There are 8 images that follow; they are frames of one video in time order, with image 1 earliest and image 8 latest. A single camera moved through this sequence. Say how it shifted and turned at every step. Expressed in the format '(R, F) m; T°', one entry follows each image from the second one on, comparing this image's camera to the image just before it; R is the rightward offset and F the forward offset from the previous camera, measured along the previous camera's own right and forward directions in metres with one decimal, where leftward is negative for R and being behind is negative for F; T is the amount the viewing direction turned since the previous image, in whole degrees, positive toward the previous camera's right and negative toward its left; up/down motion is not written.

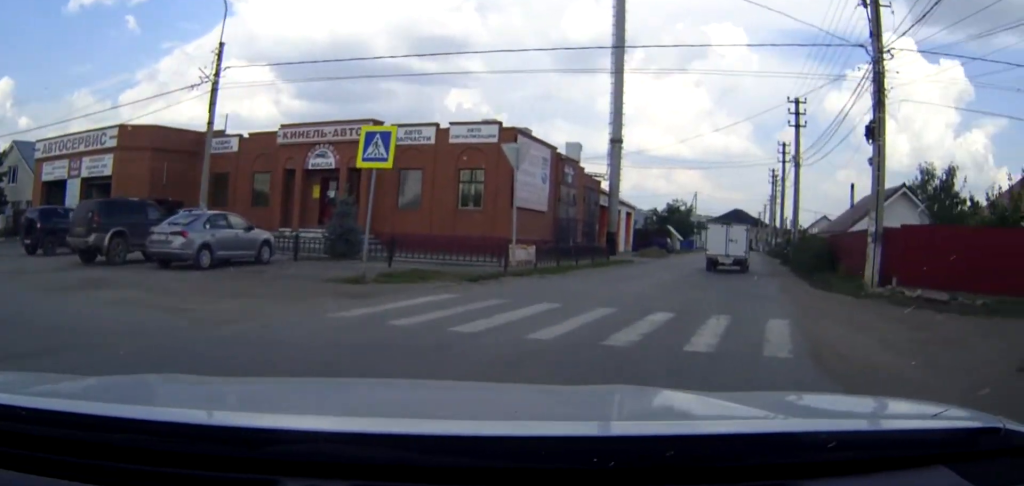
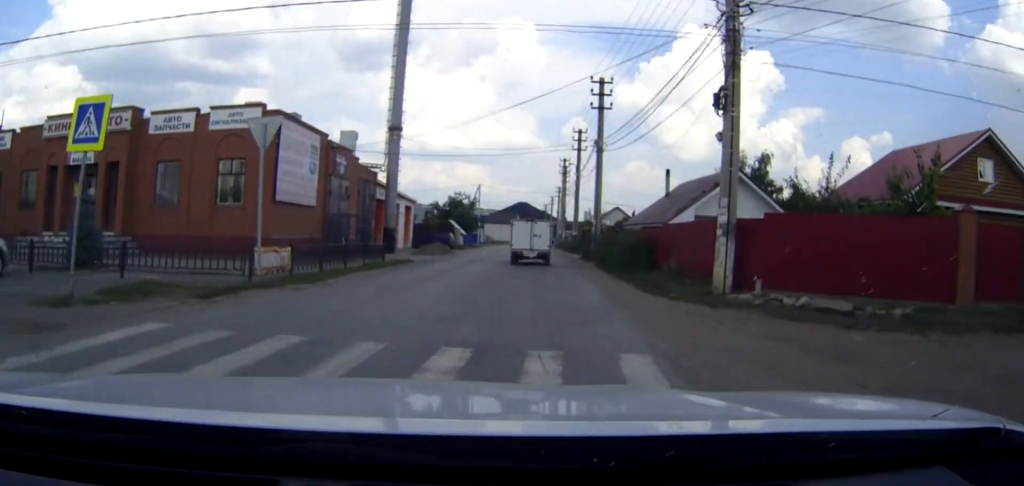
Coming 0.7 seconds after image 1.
(+0.5, +3.6) m; +10°
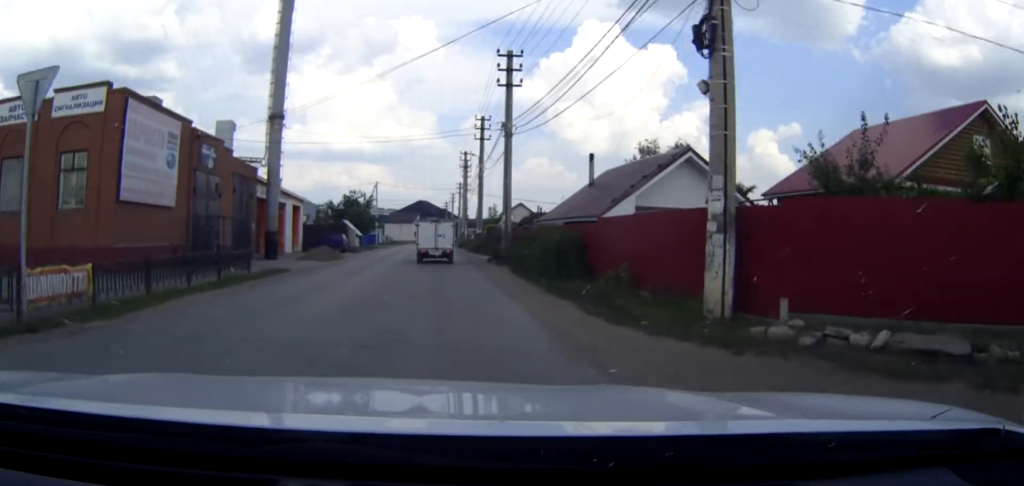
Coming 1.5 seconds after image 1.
(+0.4, +4.7) m; +7°
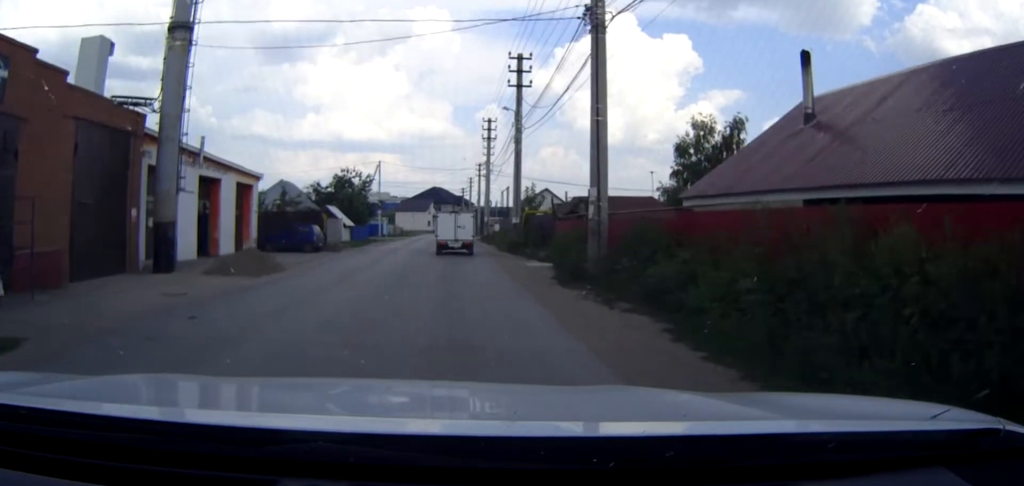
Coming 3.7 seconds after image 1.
(+0.7, +15.6) m; +3°
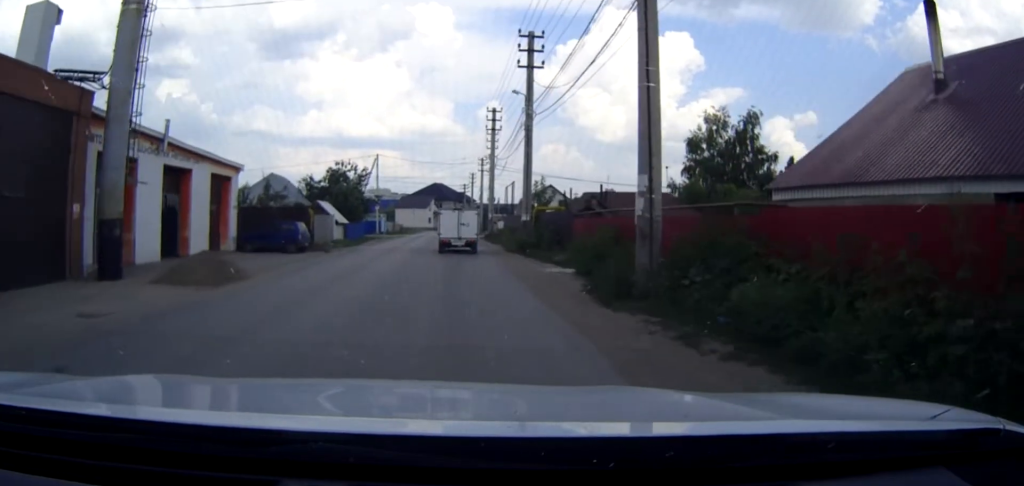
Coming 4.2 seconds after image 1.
(0.0, +4.0) m; 0°
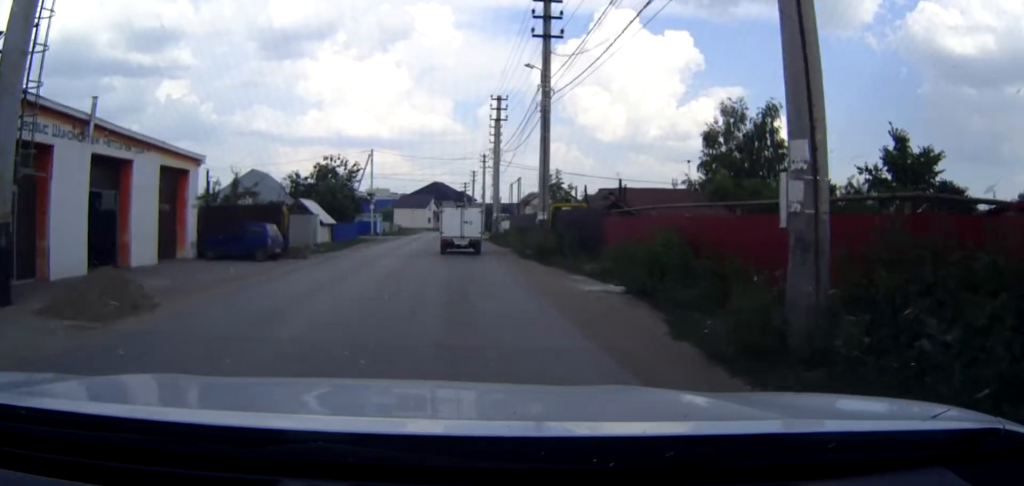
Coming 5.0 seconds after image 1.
(0.0, +6.1) m; -1°
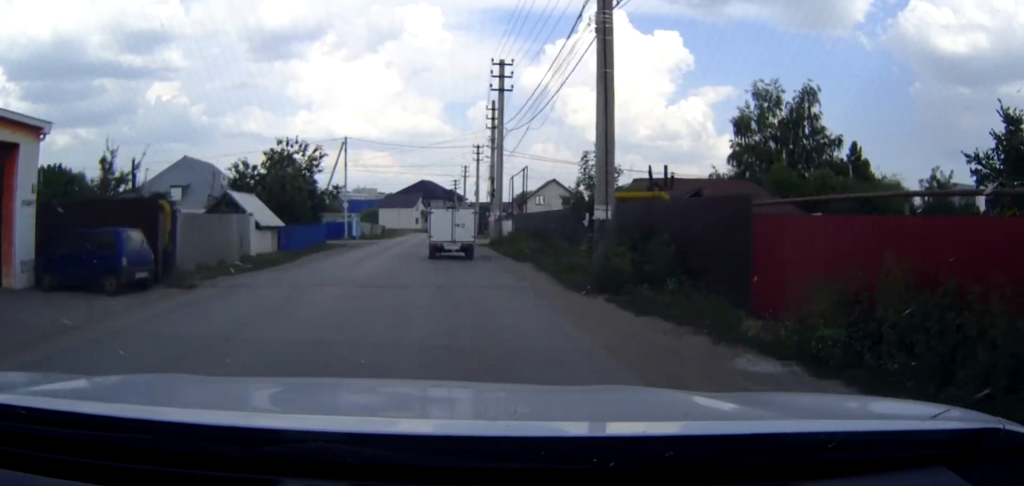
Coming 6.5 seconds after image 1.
(-0.1, +12.1) m; 0°
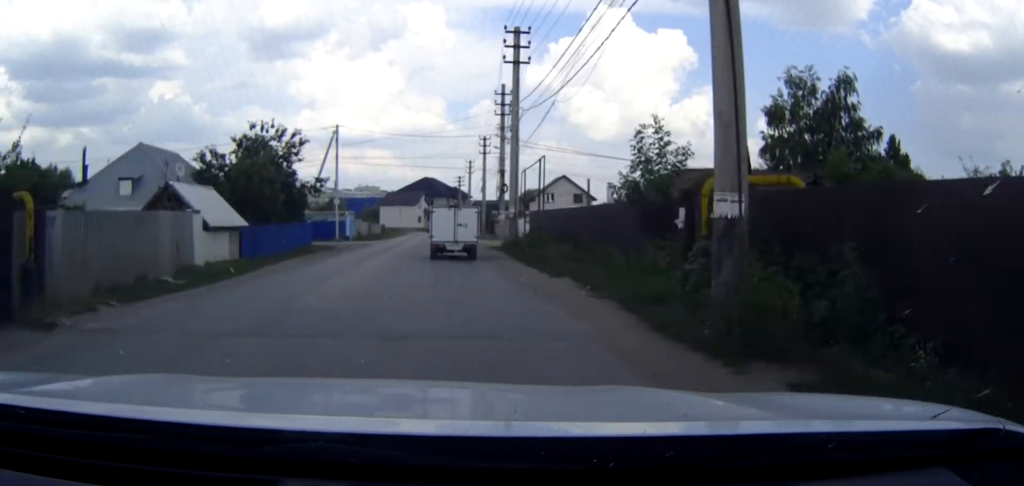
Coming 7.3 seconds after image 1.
(0.0, +6.6) m; 0°
